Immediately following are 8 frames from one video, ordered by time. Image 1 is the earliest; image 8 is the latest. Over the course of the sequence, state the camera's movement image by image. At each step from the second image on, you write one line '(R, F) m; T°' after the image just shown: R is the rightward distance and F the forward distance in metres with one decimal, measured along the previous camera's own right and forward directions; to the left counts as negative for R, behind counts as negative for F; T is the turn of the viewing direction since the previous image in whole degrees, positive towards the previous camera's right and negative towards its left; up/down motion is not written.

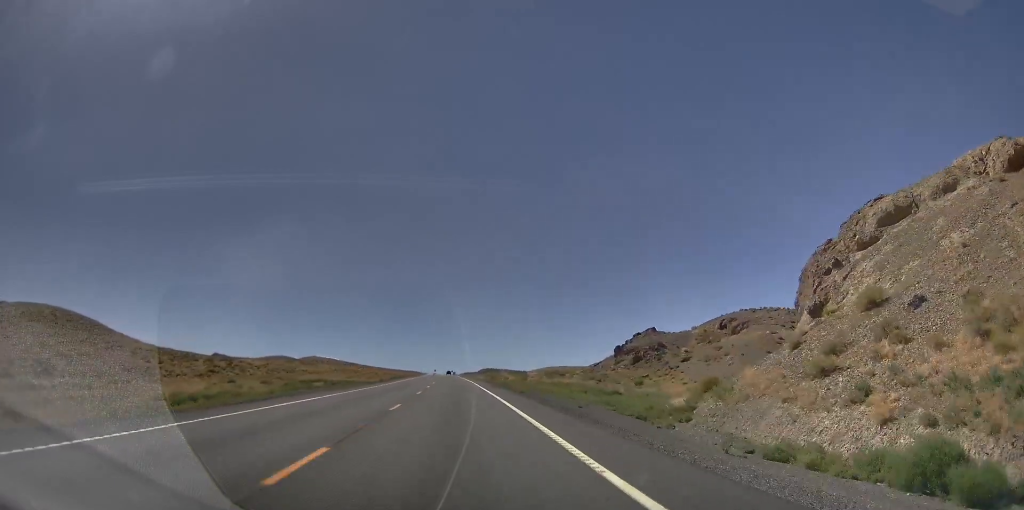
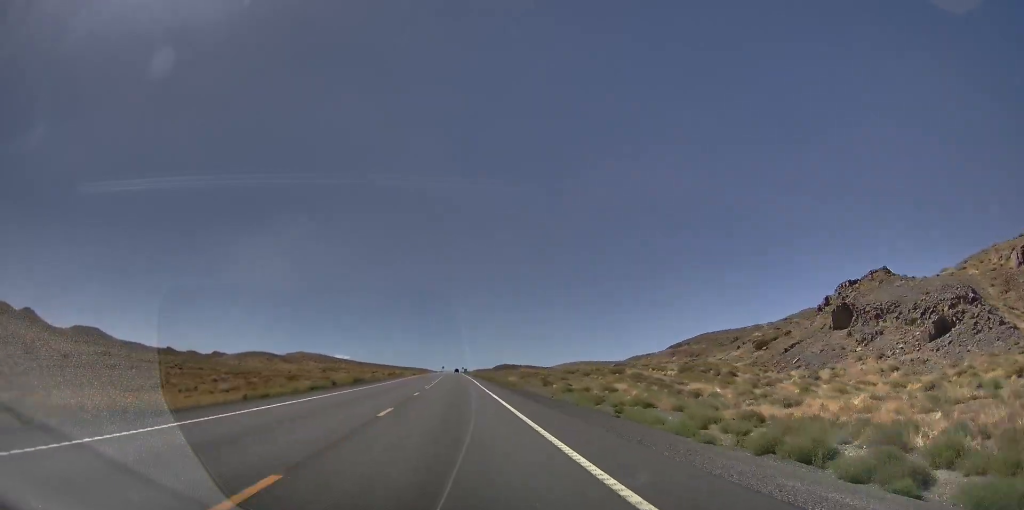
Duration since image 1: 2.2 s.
(+1.7, +75.5) m; +3°
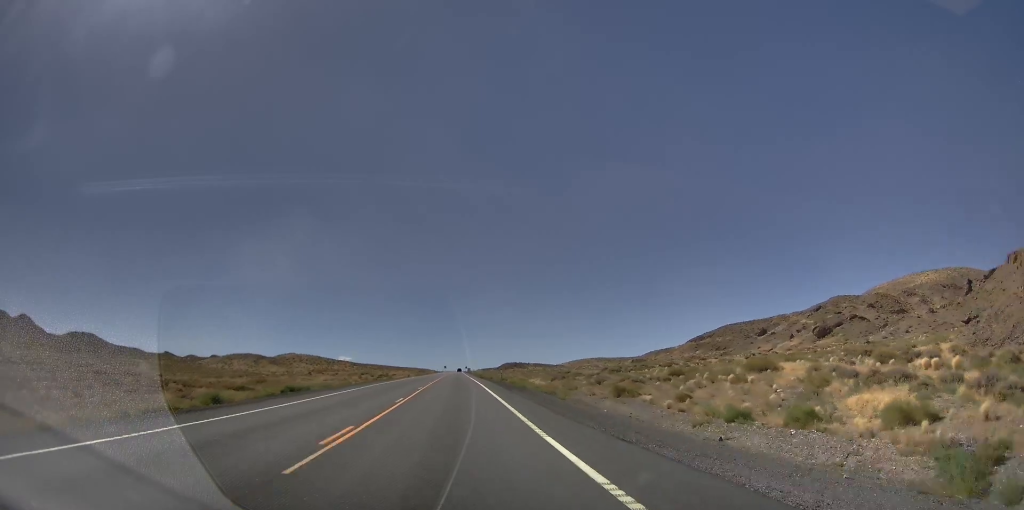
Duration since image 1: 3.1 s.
(+0.2, +30.5) m; -1°
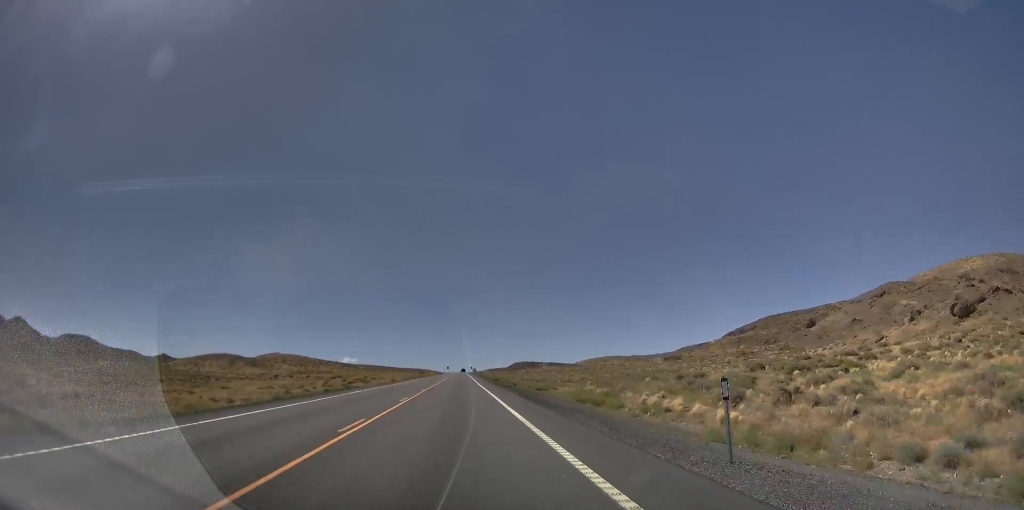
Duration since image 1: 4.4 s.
(-1.2, +44.0) m; -1°
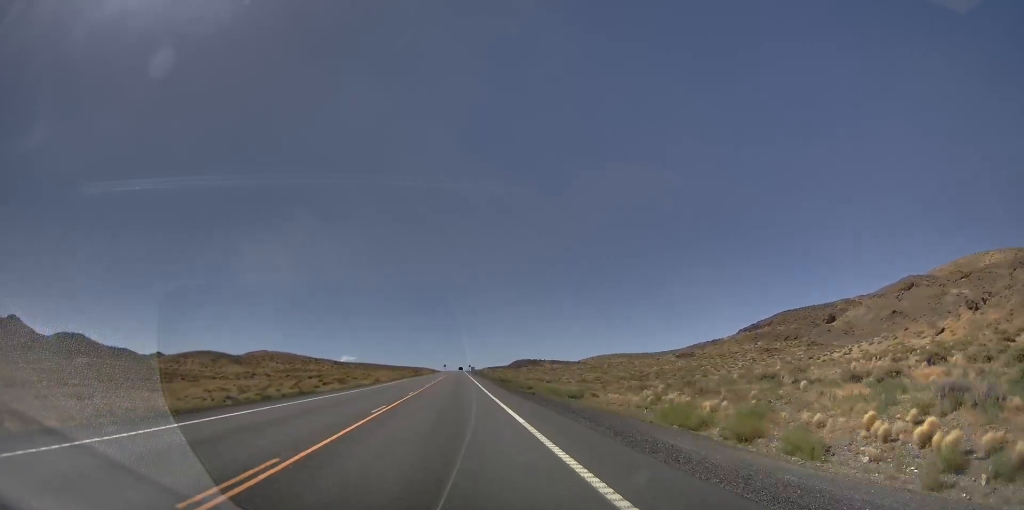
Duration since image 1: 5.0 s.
(+0.3, +19.2) m; +1°
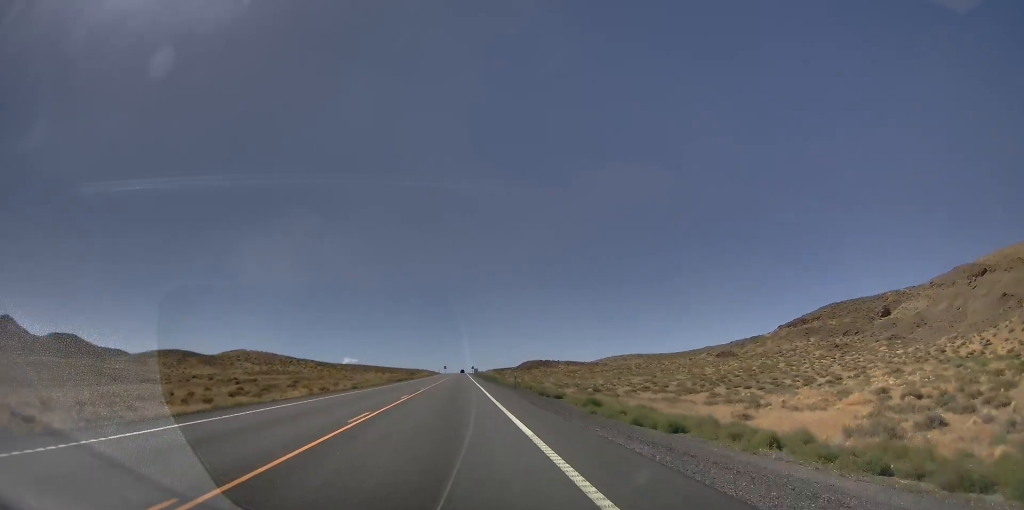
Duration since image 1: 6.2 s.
(+0.6, +39.5) m; +1°
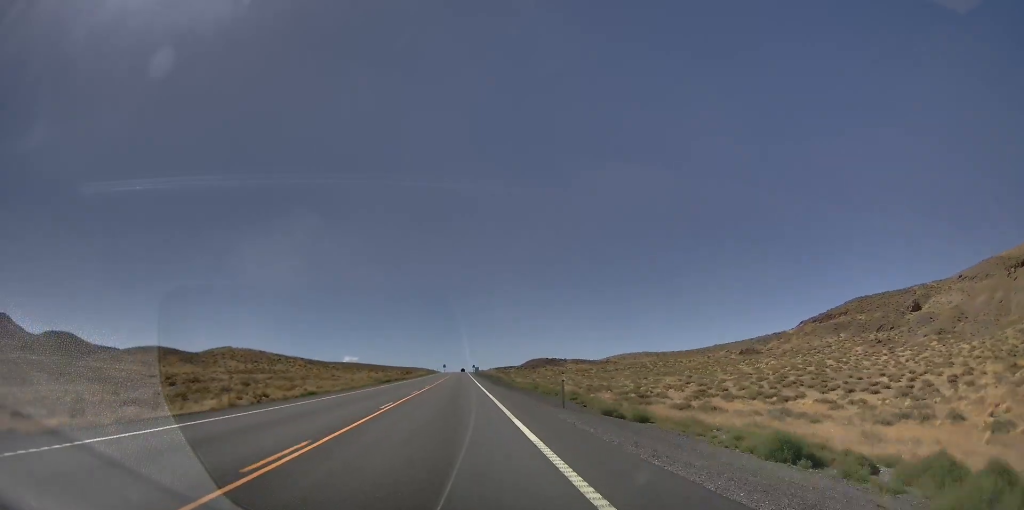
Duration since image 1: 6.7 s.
(+0.1, +19.2) m; 0°
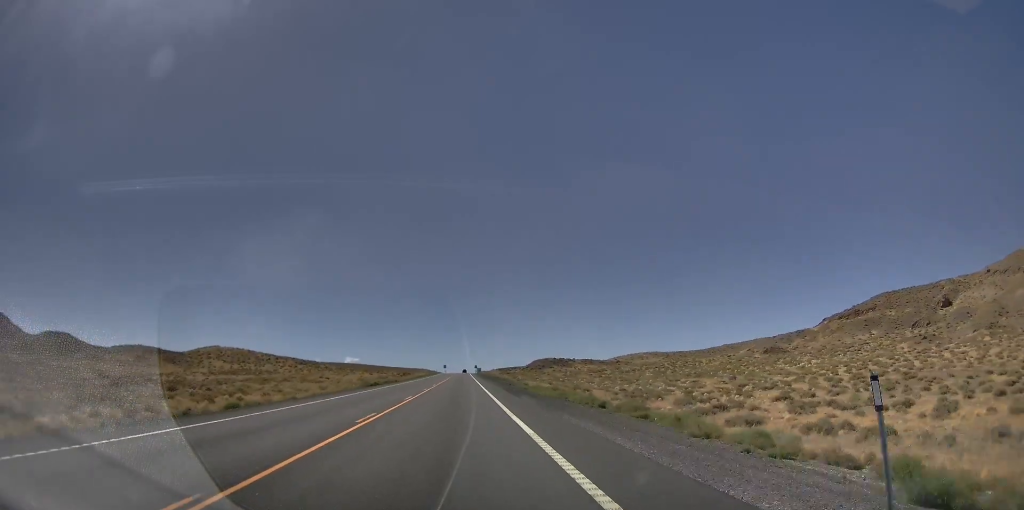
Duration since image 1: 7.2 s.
(+0.2, +17.0) m; -1°
